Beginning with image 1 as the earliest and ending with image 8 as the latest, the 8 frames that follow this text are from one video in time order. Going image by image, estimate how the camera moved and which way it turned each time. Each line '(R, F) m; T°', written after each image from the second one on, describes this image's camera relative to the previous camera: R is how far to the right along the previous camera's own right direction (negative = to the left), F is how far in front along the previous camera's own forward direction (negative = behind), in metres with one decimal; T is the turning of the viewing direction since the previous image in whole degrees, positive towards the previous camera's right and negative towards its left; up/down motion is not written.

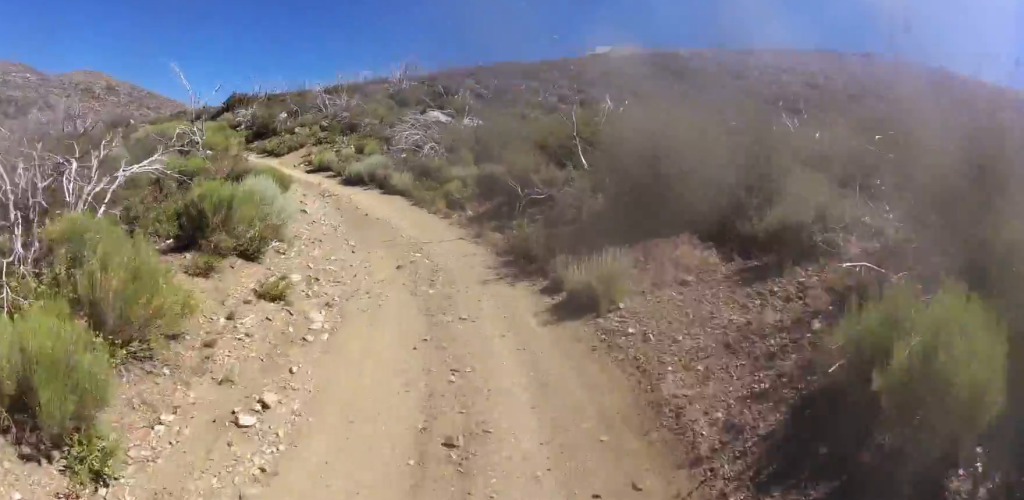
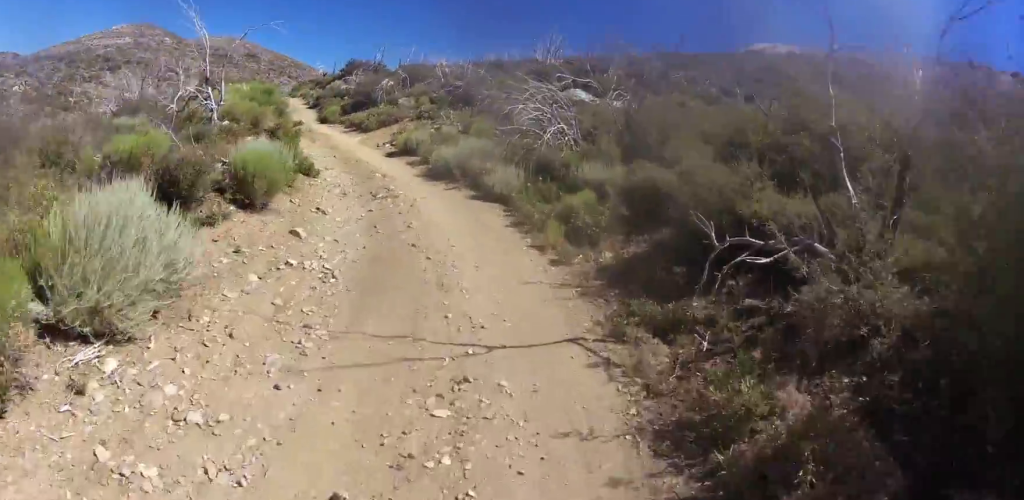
(-0.1, +6.2) m; -7°
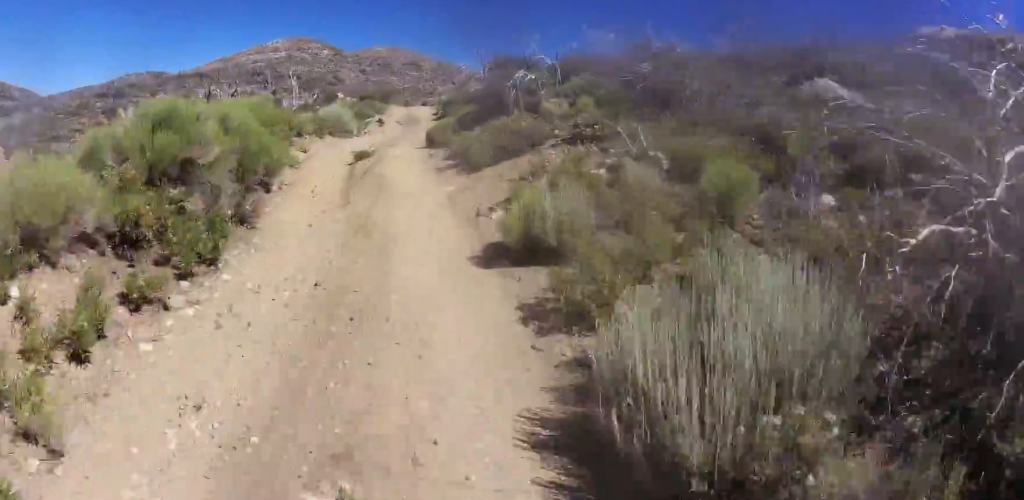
(-1.3, +10.1) m; -12°
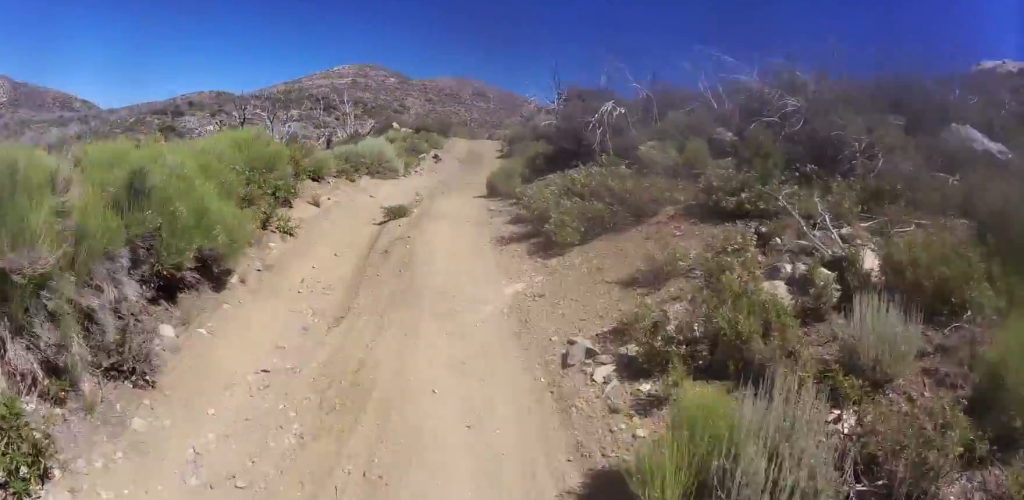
(+0.2, +3.5) m; -4°
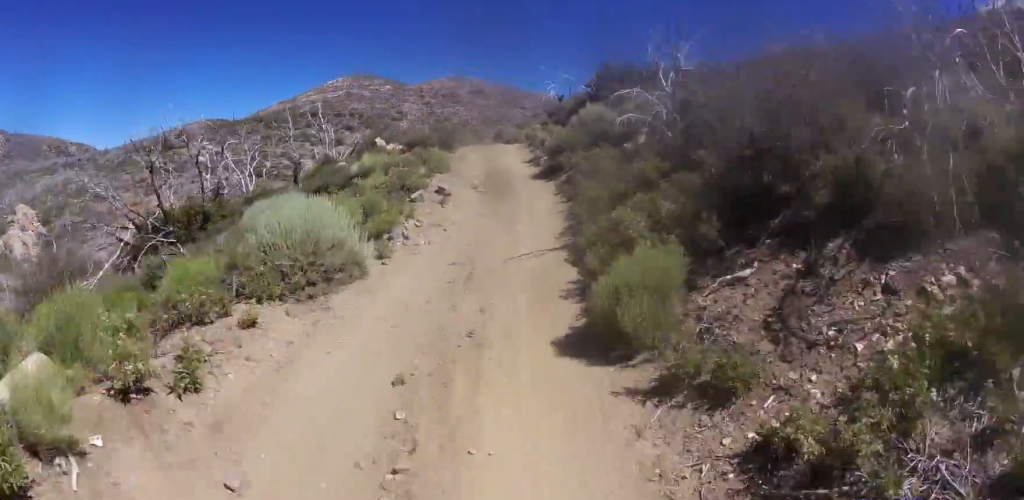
(-1.2, +9.0) m; -10°
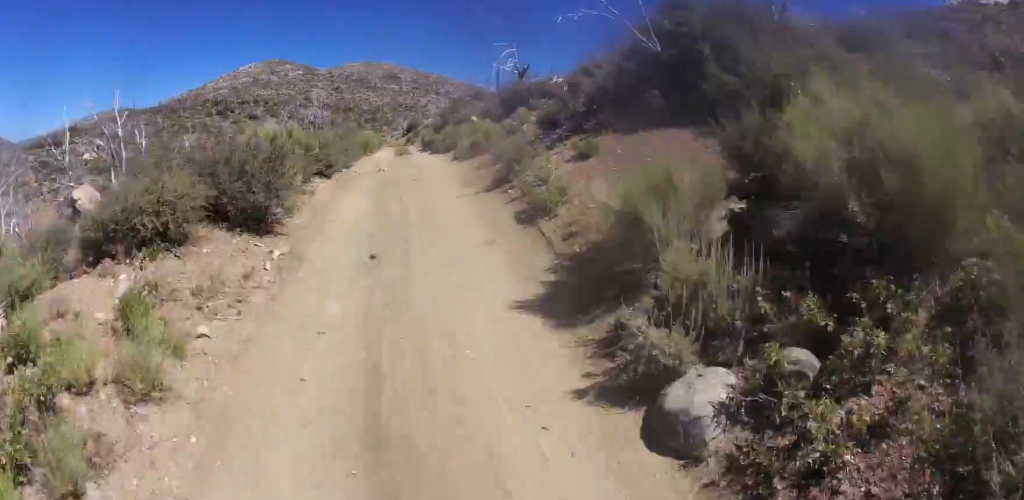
(0.0, +15.9) m; +2°
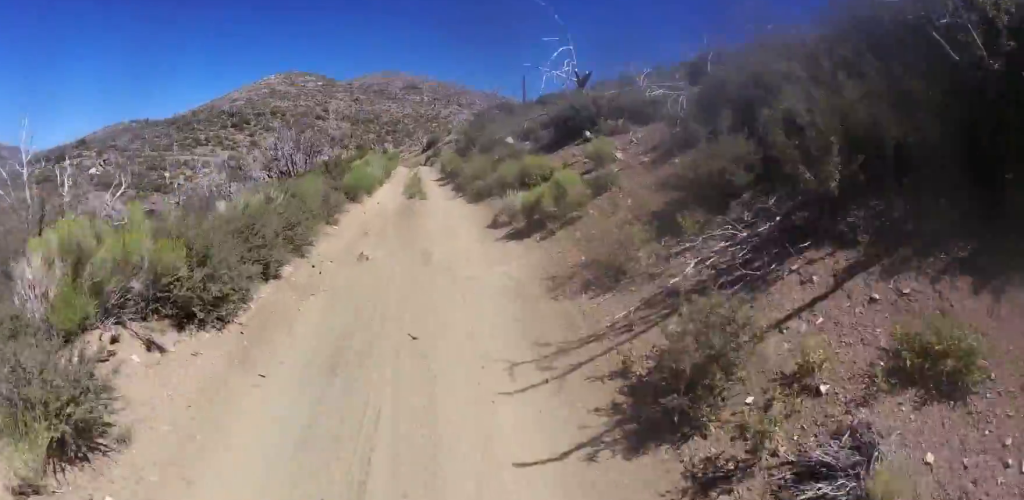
(0.0, +7.4) m; 0°
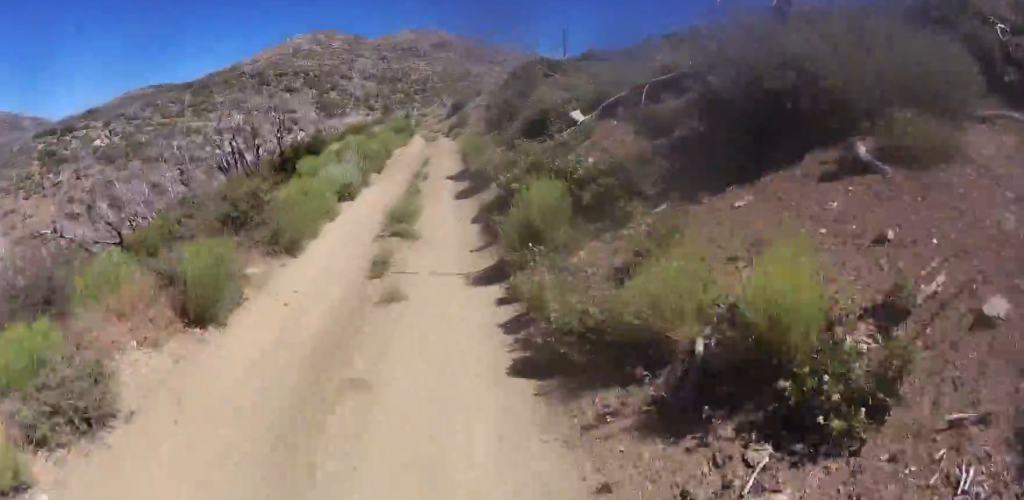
(0.0, +9.9) m; 0°
